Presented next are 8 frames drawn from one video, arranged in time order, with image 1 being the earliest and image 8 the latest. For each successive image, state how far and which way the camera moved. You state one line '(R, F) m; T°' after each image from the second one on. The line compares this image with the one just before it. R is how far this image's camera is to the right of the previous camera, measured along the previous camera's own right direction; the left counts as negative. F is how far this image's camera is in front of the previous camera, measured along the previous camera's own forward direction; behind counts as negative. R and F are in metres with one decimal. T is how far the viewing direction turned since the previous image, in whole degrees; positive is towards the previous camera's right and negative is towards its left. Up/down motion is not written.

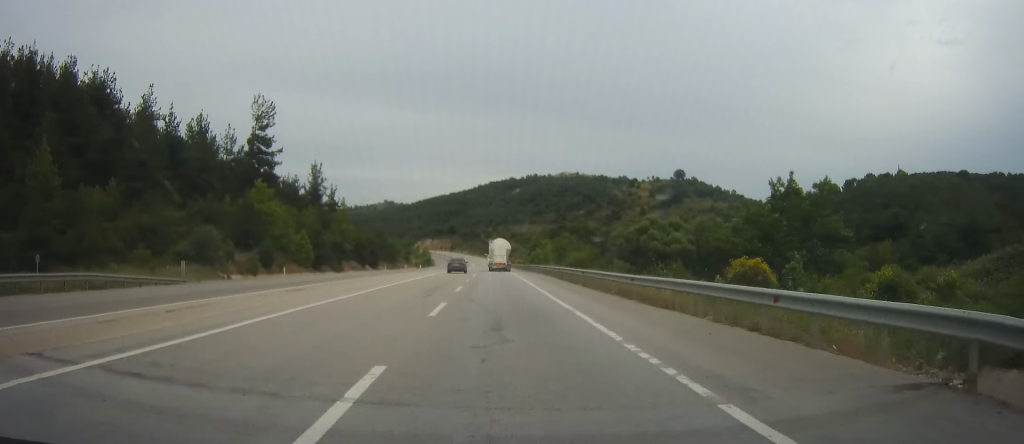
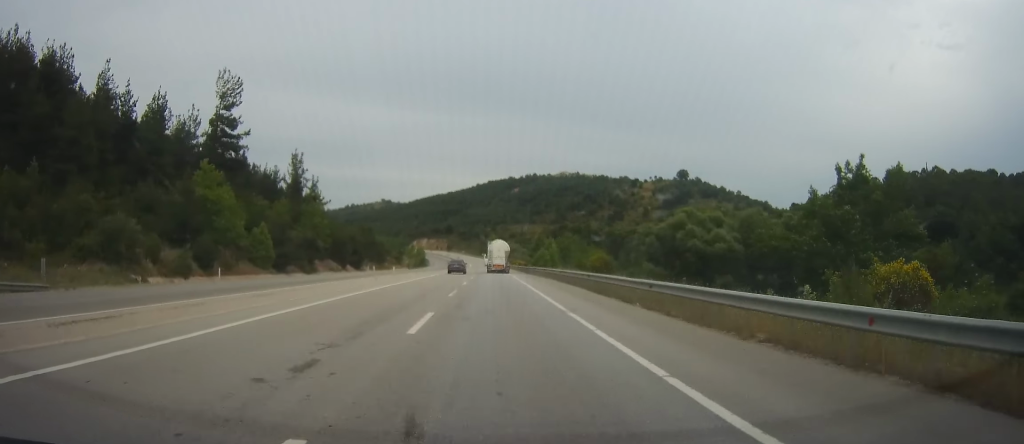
(-0.1, +15.1) m; 0°
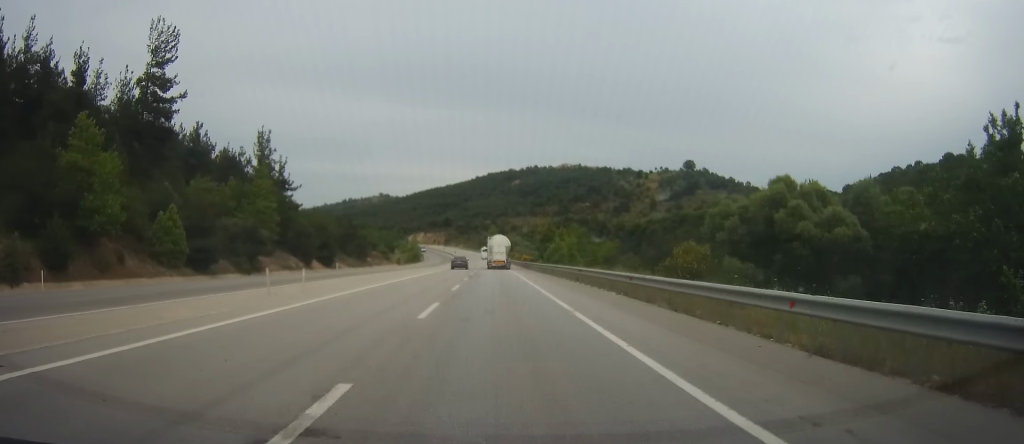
(0.0, +21.2) m; +1°
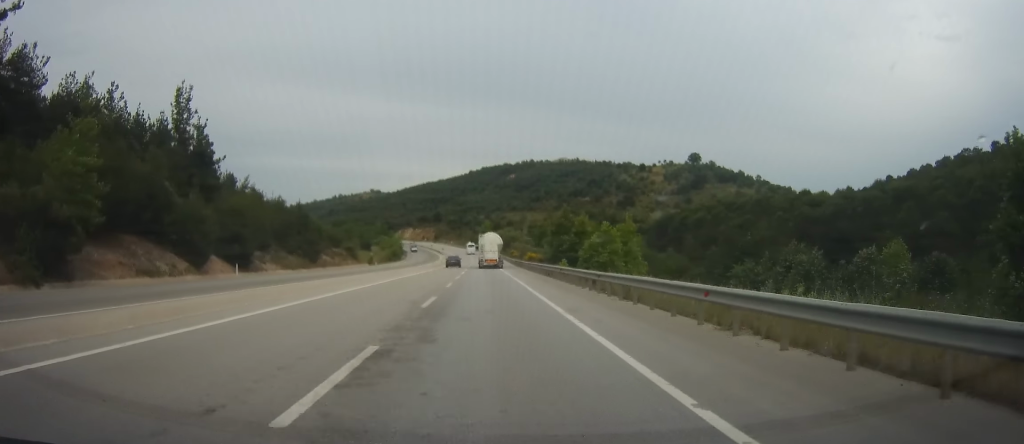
(-0.1, +31.9) m; +1°
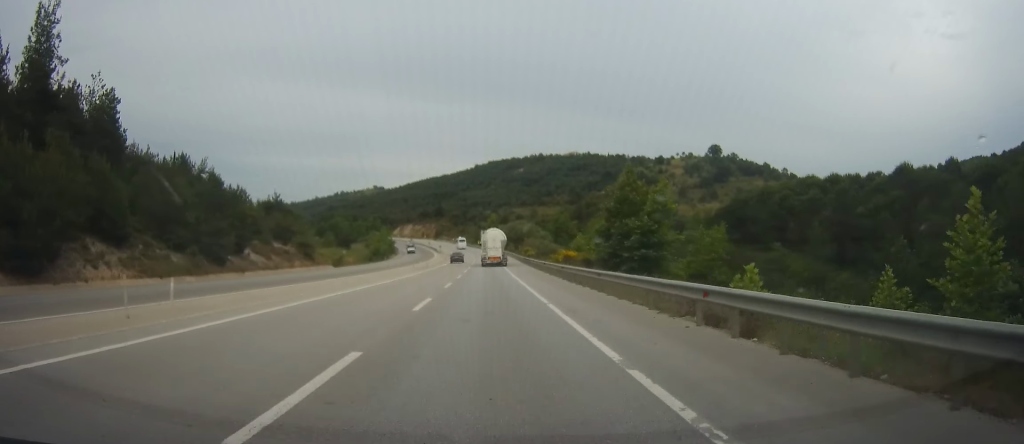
(+0.8, +35.3) m; +1°
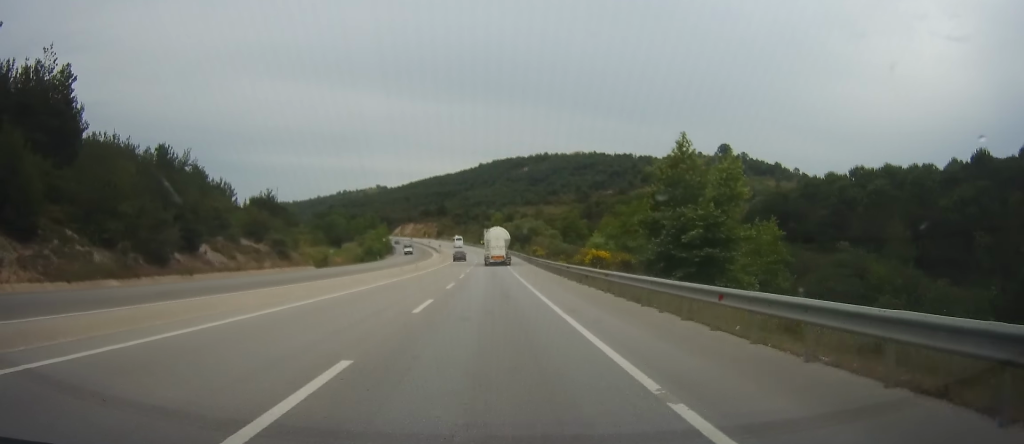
(-0.3, +13.3) m; -1°
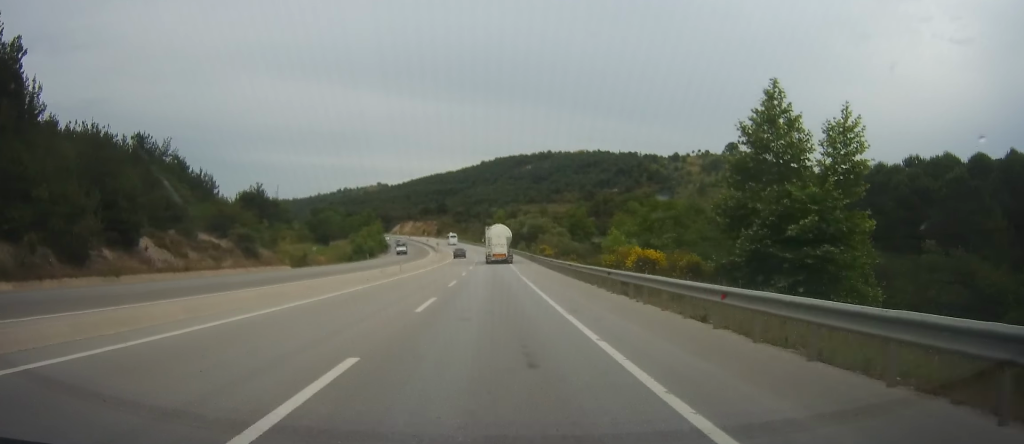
(-0.1, +11.5) m; 0°
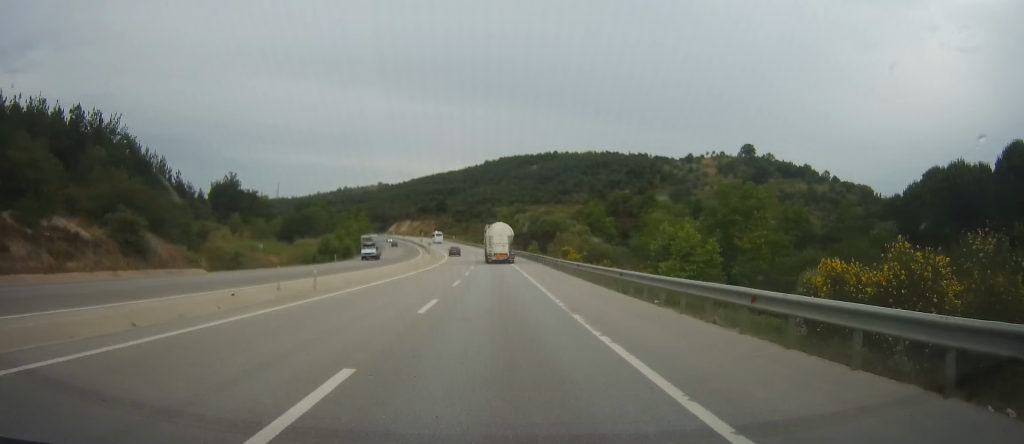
(0.0, +24.5) m; 0°
